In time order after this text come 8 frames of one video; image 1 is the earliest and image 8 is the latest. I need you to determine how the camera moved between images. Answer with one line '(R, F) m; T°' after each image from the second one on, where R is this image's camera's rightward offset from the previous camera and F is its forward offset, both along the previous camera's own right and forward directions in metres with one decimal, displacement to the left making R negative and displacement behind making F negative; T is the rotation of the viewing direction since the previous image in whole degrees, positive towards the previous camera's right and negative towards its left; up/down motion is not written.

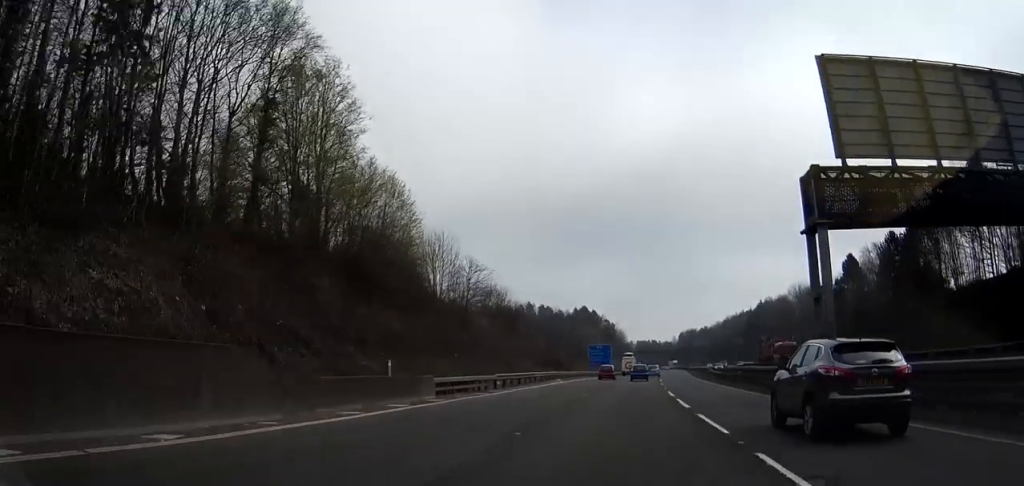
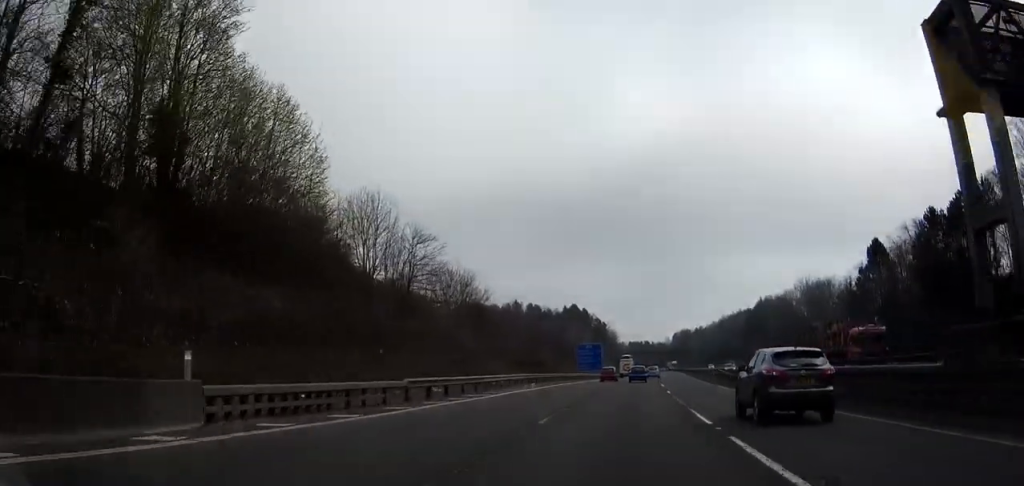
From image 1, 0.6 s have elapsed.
(+0.1, +14.4) m; +1°
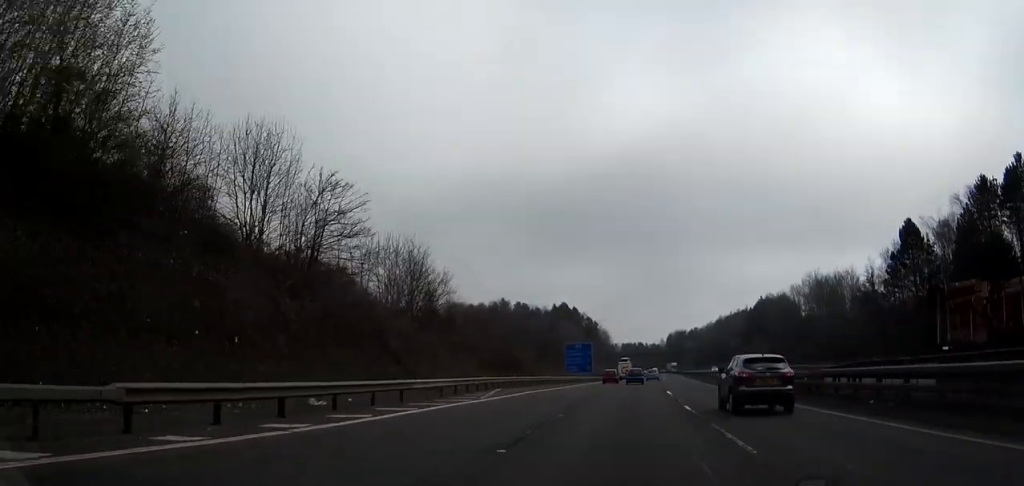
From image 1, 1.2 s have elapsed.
(0.0, +13.7) m; 0°
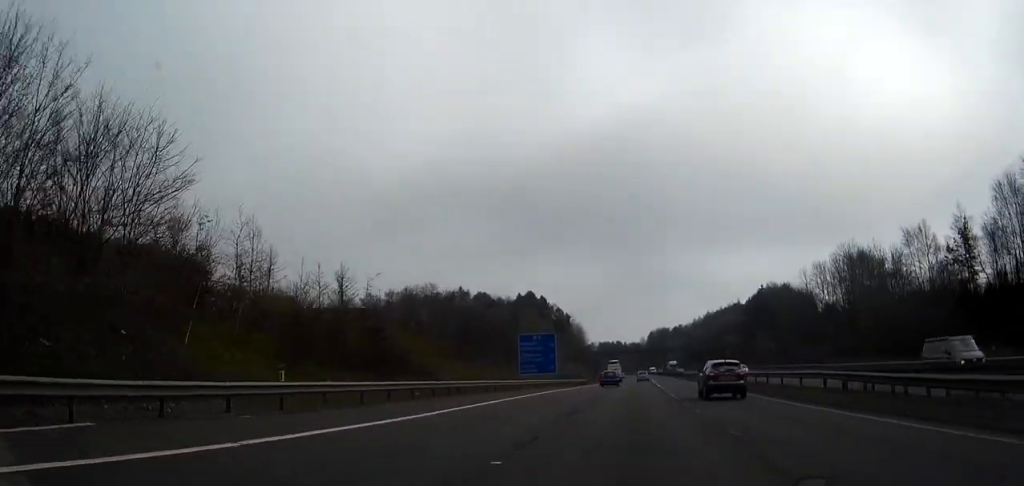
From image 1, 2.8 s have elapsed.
(+0.4, +35.9) m; +2°
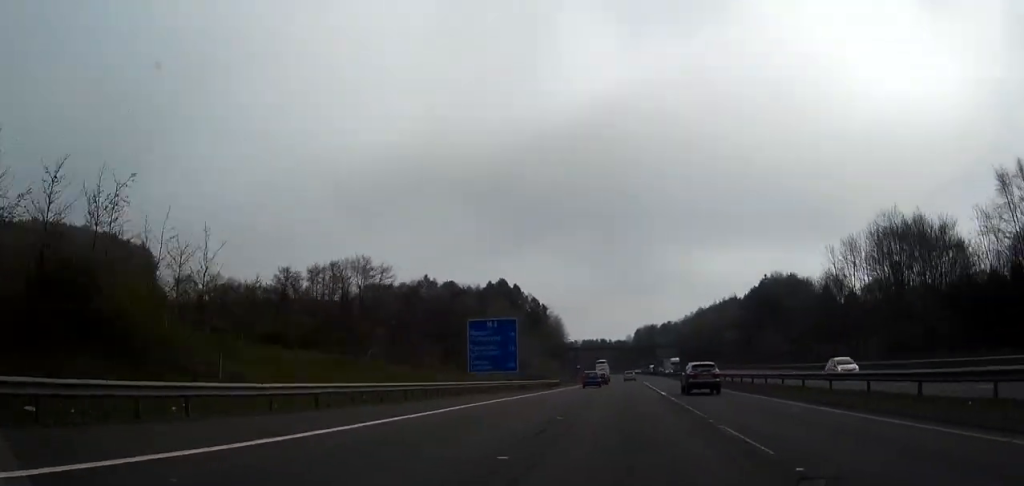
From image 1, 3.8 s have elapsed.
(+0.3, +25.2) m; +1°
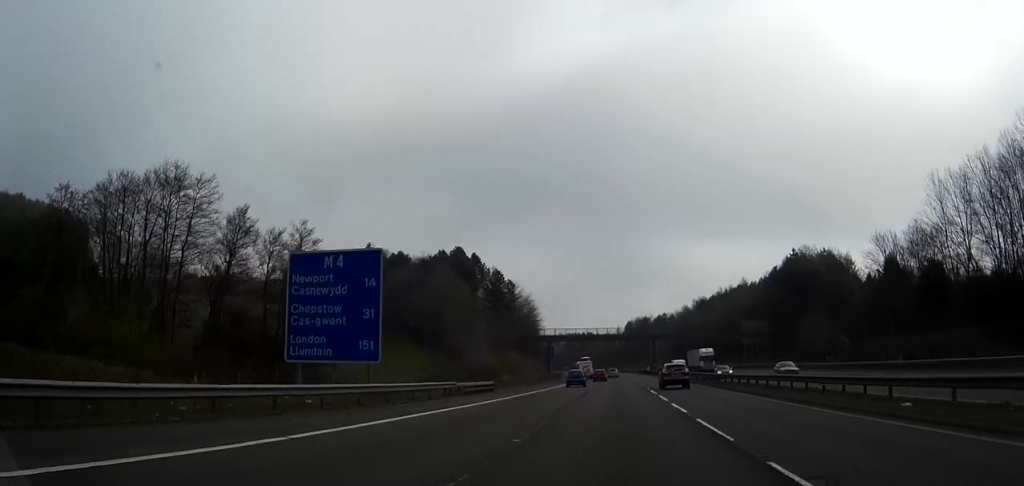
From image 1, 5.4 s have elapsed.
(+0.3, +40.0) m; +1°
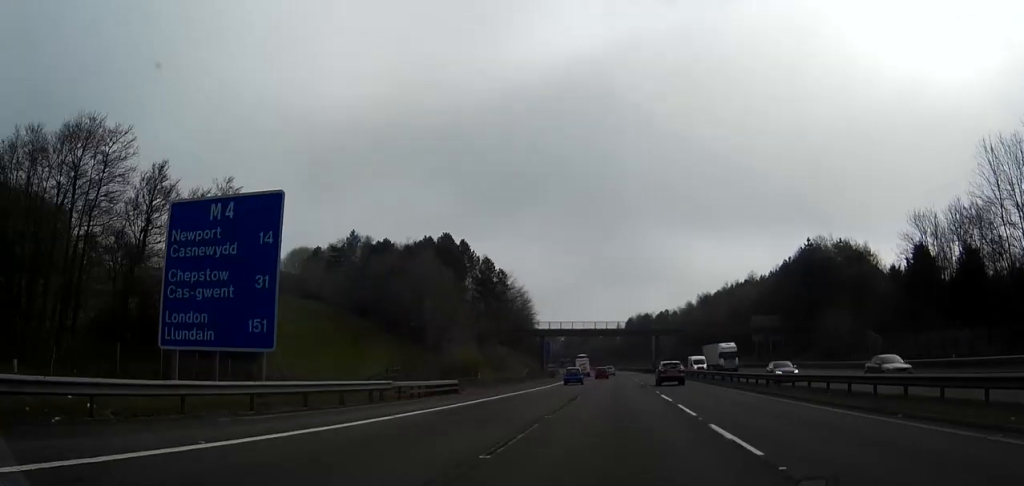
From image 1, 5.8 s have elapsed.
(0.0, +11.5) m; 0°
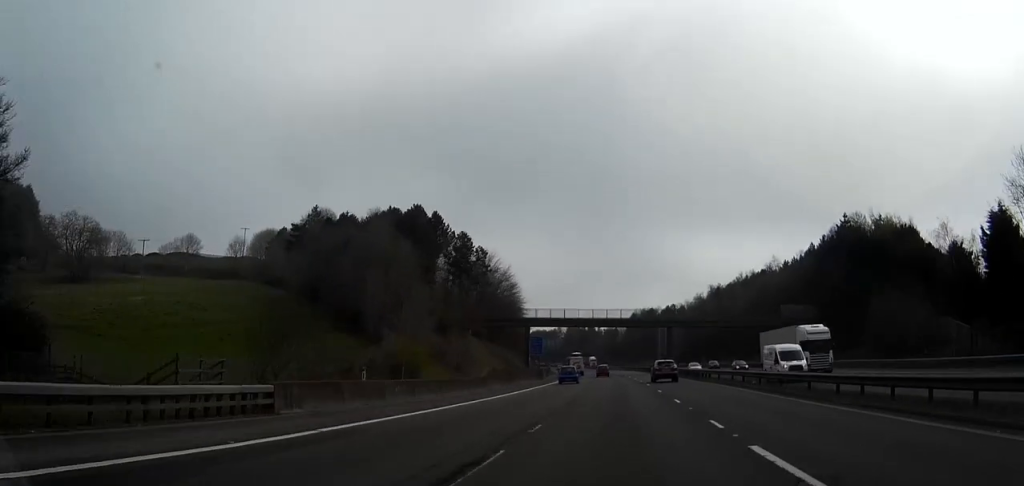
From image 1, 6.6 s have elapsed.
(+0.1, +22.5) m; 0°
